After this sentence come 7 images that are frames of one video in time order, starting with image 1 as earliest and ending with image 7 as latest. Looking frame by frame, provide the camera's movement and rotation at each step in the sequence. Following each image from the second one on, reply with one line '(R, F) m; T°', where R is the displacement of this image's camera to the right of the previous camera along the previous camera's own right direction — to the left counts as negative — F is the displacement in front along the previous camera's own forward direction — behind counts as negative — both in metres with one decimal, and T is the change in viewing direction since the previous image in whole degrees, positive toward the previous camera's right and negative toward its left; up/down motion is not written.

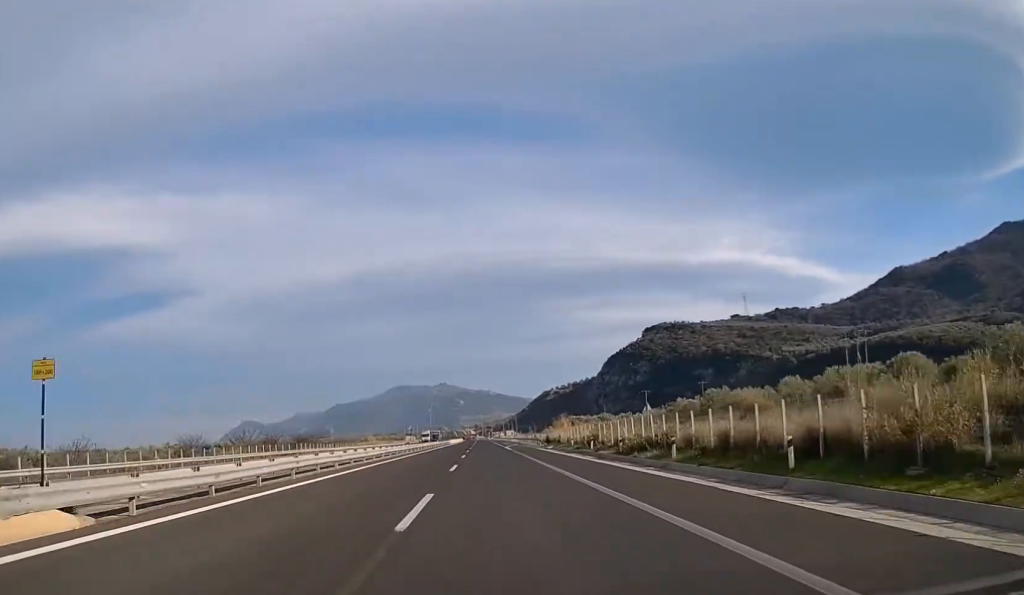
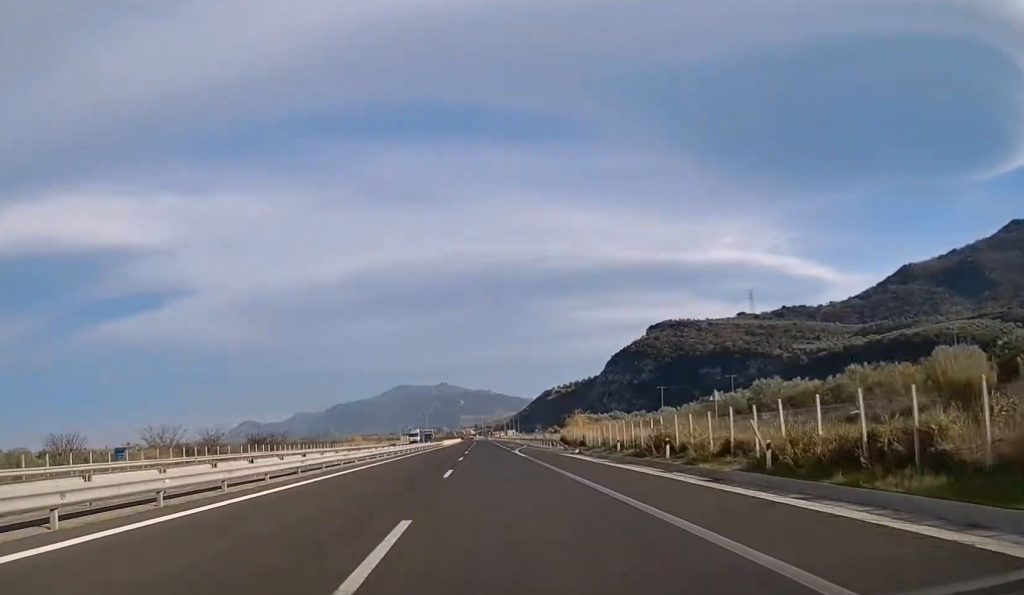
(0.0, +22.5) m; 0°
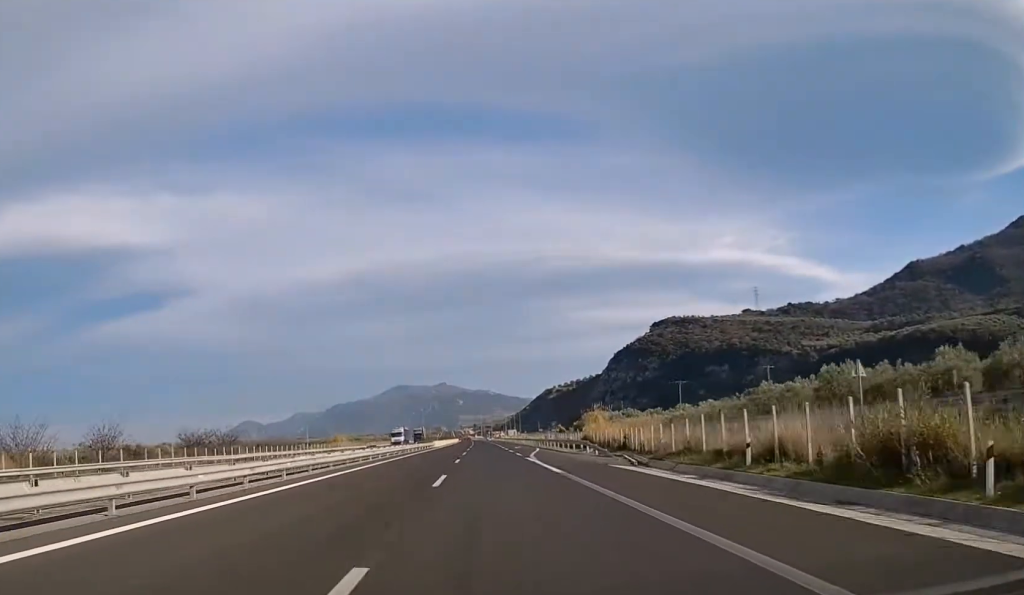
(0.0, +21.4) m; 0°
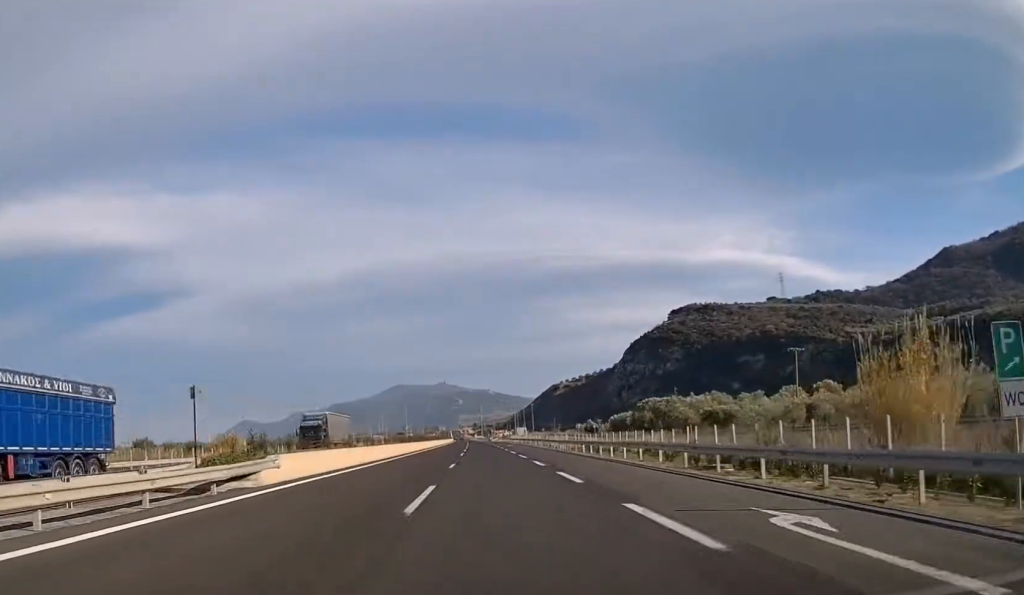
(-0.2, +77.7) m; 0°
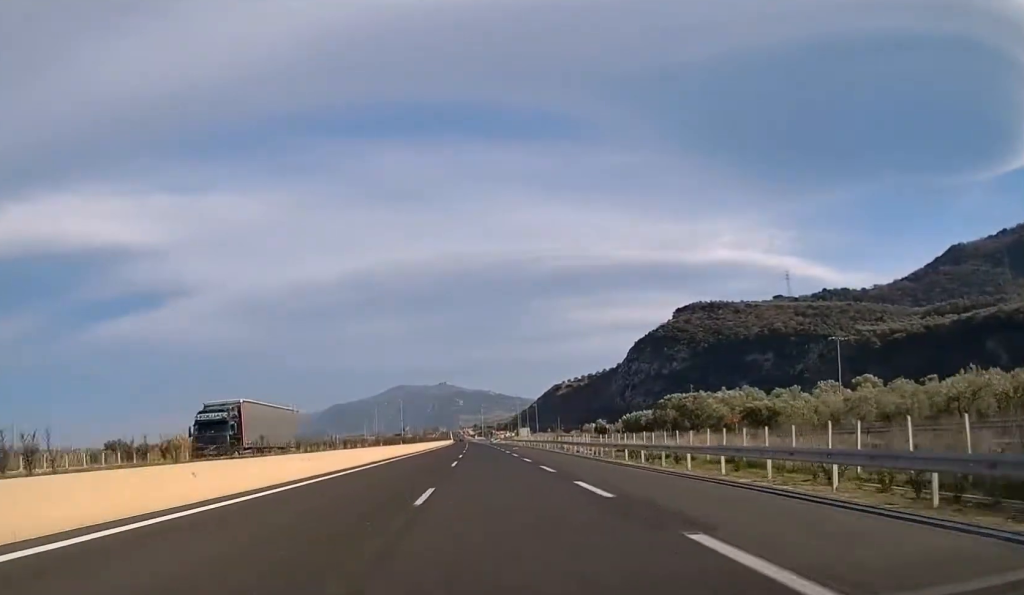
(-0.1, +16.9) m; 0°
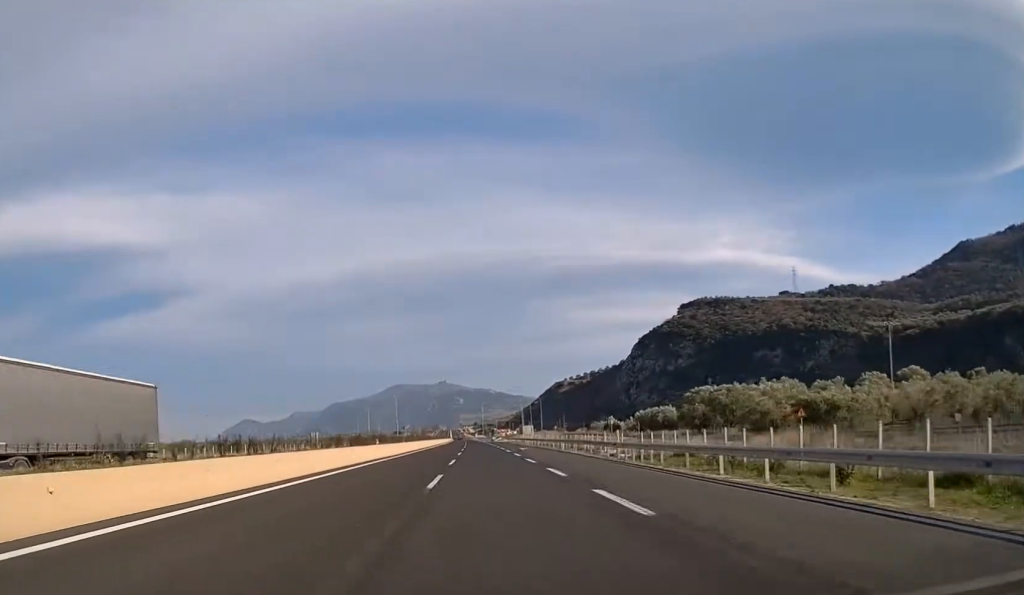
(0.0, +15.8) m; 0°
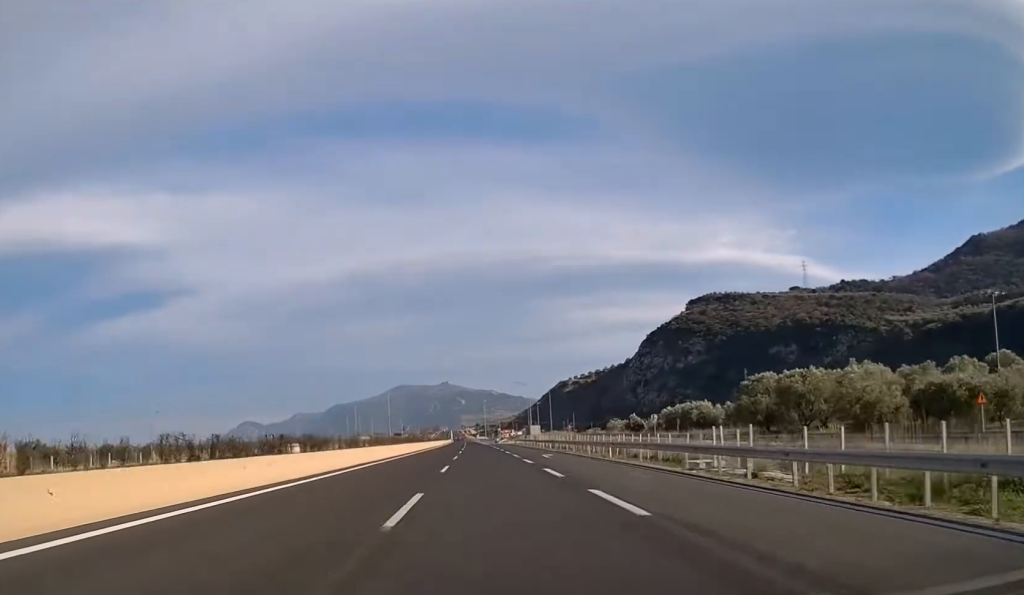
(+0.1, +23.6) m; 0°
